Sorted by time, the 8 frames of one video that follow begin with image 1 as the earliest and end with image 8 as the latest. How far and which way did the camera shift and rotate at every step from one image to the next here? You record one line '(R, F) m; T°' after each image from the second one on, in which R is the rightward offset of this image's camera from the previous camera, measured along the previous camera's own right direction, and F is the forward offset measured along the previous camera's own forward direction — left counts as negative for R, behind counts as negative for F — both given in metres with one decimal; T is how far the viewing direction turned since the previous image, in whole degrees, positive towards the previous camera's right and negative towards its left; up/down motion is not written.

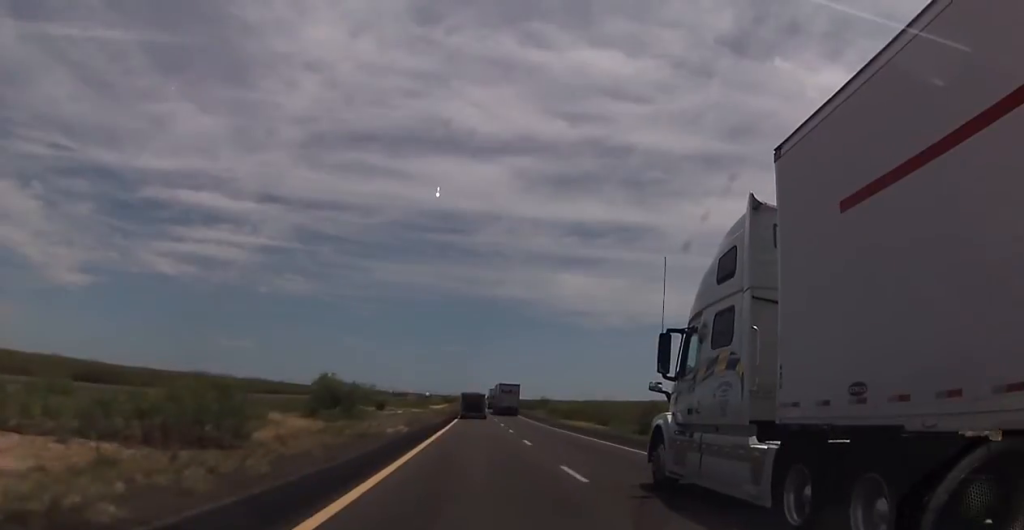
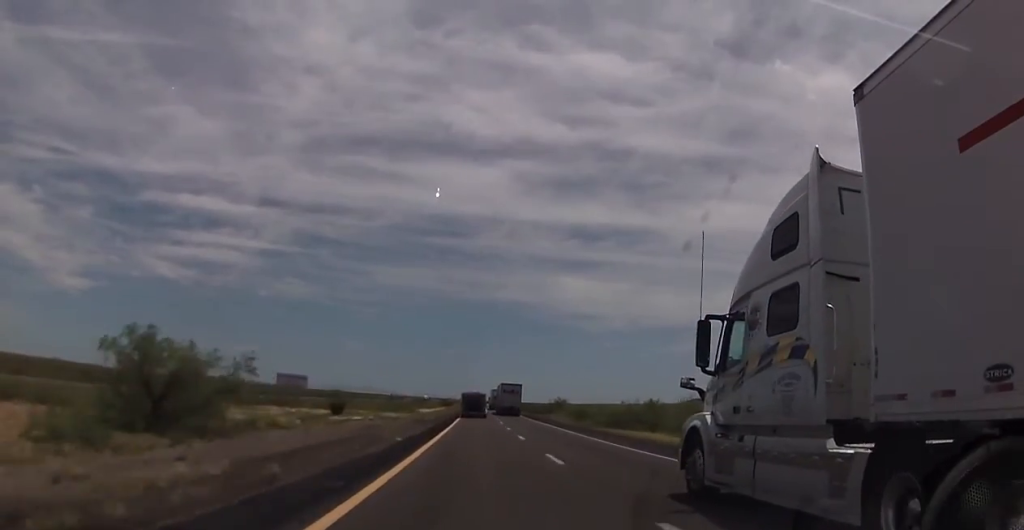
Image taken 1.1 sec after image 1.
(+0.6, +31.9) m; +1°
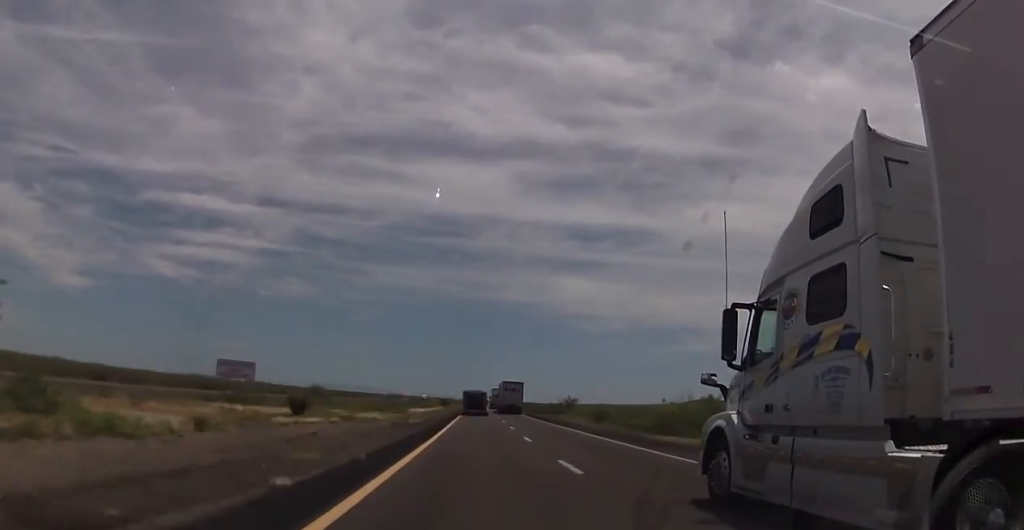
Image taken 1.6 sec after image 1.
(0.0, +15.1) m; 0°
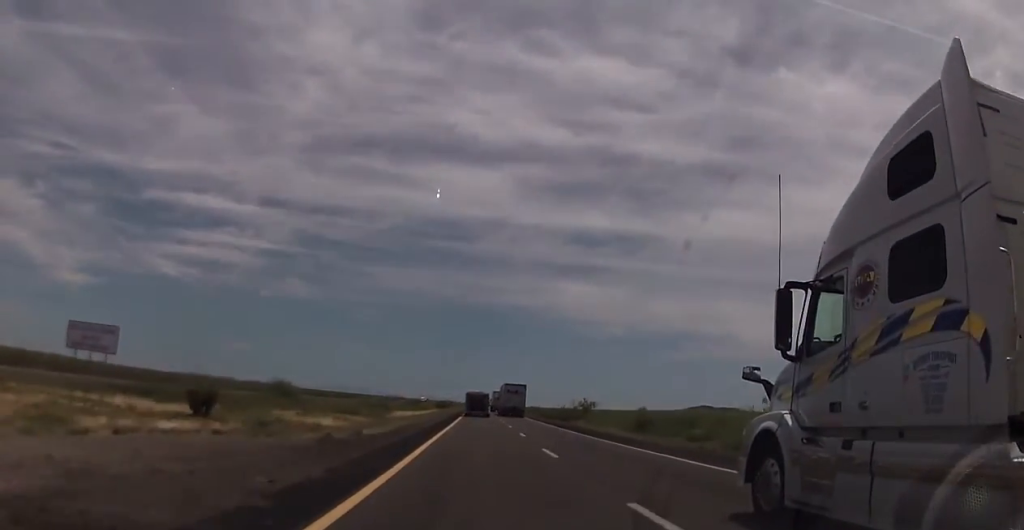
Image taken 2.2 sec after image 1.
(0.0, +19.2) m; 0°
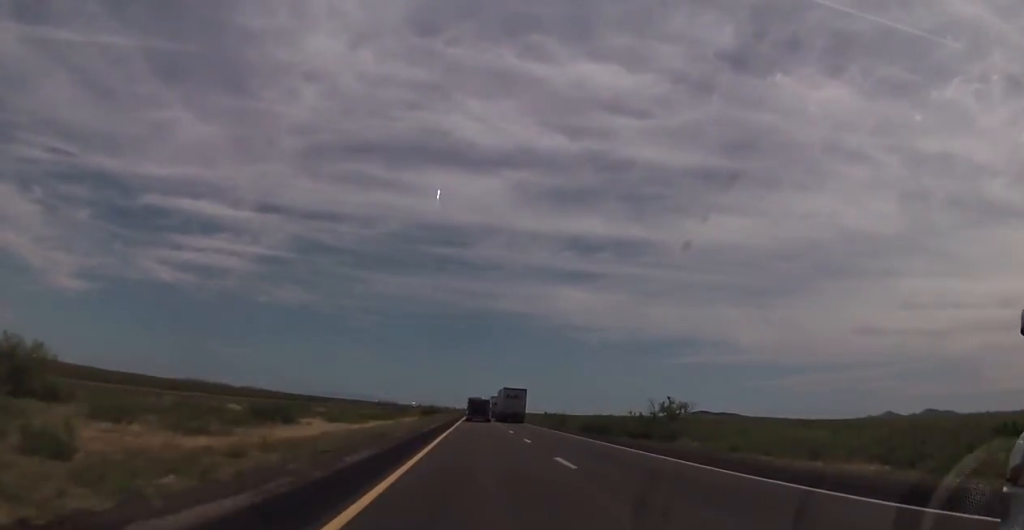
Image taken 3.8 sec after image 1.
(-0.1, +49.2) m; +1°
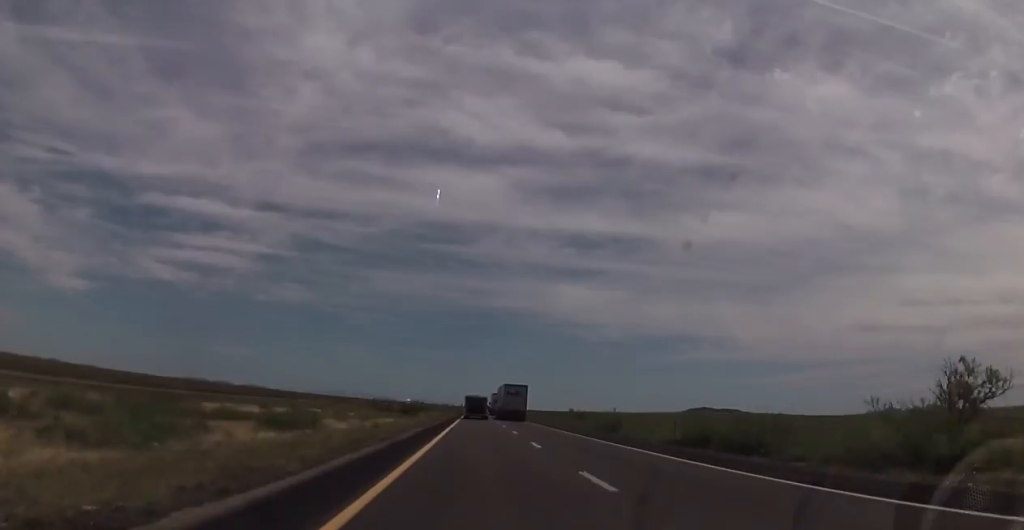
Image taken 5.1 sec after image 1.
(+0.2, +37.7) m; 0°
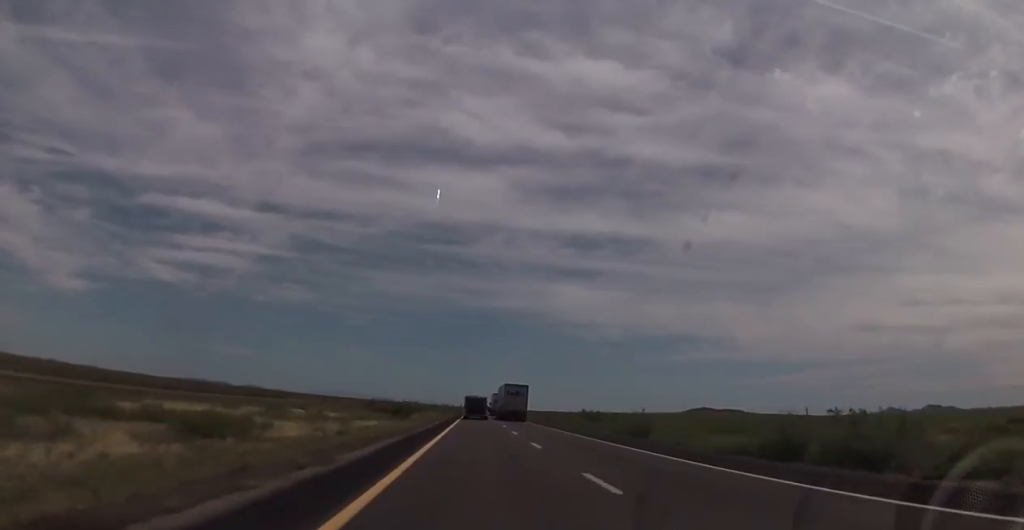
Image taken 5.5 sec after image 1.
(0.0, +10.9) m; 0°
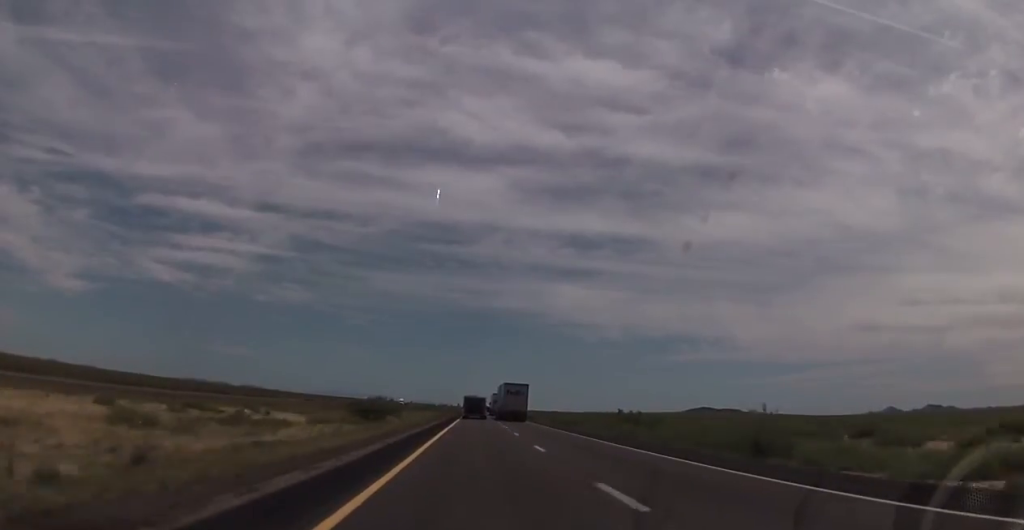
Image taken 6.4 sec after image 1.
(-0.1, +22.7) m; 0°
